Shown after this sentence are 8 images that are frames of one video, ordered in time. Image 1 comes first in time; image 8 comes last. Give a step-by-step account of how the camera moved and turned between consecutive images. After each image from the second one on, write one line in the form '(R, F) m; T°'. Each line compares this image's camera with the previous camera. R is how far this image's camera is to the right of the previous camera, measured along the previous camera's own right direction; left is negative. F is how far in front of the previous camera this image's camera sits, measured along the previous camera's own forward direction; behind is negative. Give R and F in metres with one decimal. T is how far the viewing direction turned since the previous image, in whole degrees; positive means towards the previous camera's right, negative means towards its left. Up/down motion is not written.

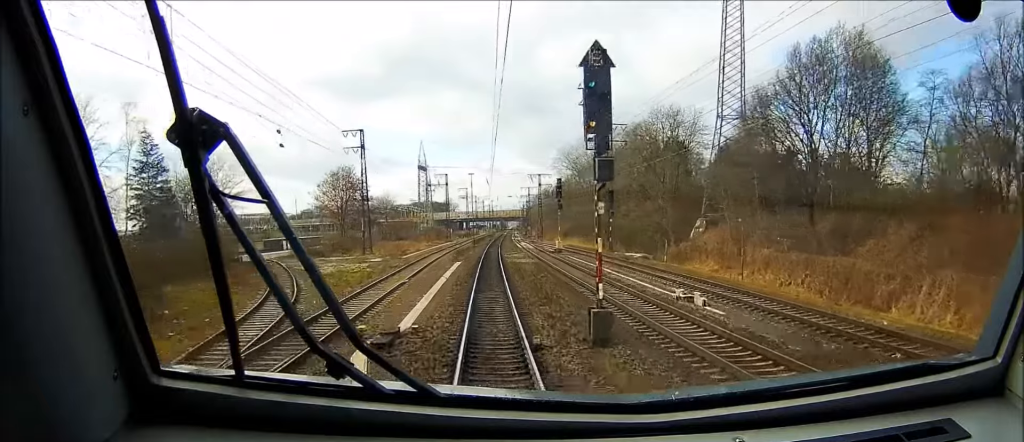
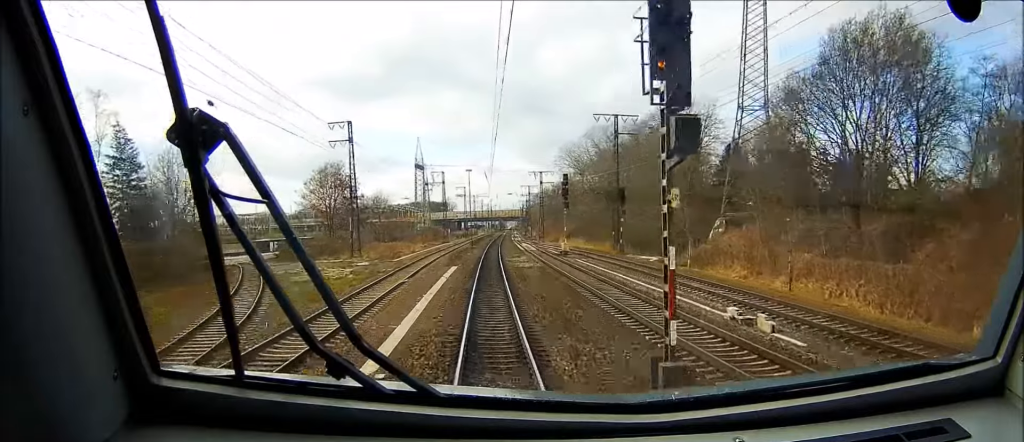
(+0.1, +5.7) m; -1°
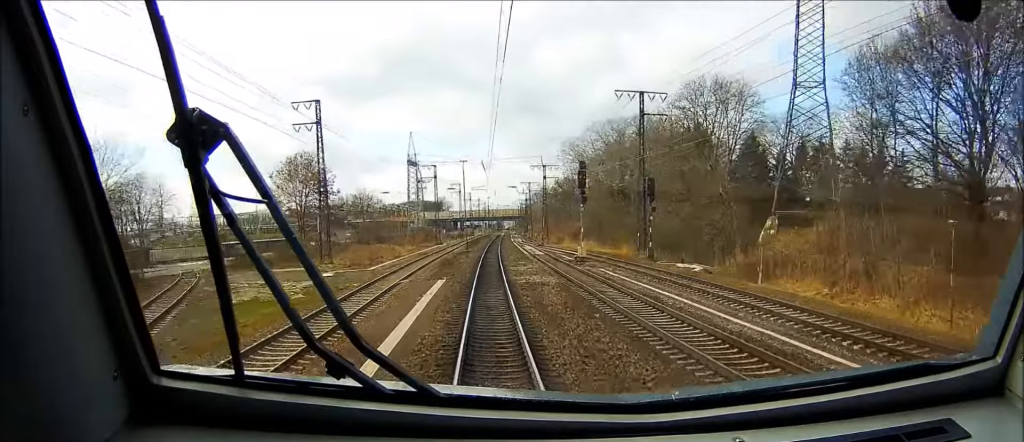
(-0.3, +12.6) m; 0°
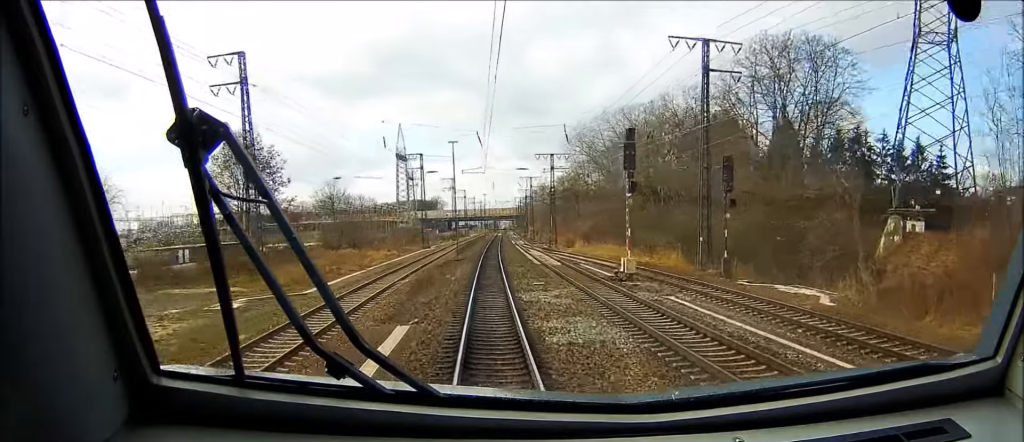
(+0.5, +16.1) m; +3°
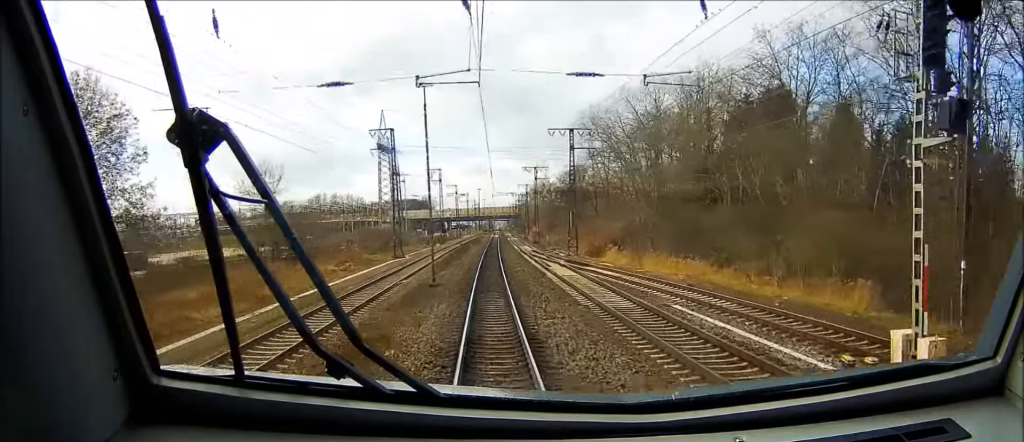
(+0.3, +23.3) m; +1°
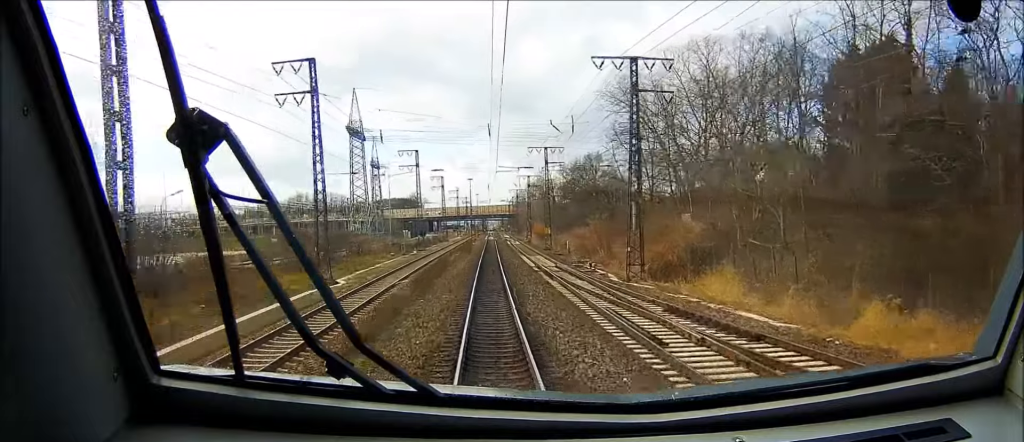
(+0.1, +29.5) m; +1°
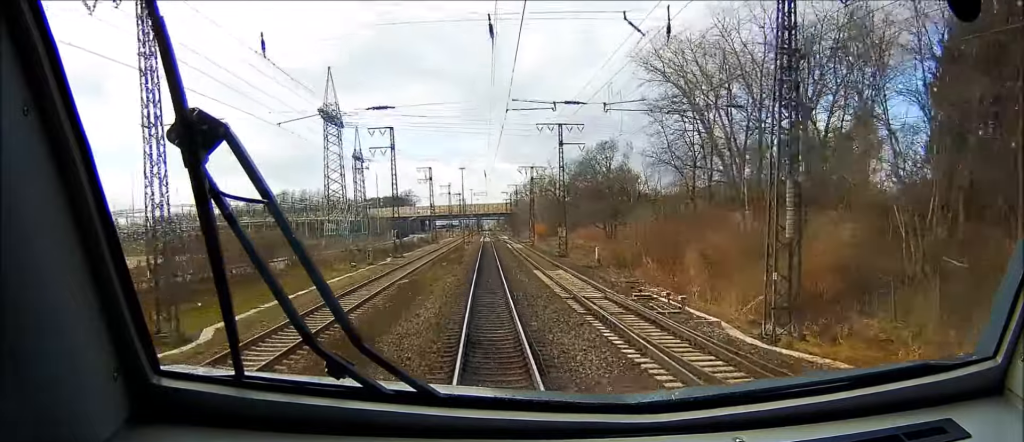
(-0.1, +20.0) m; -1°
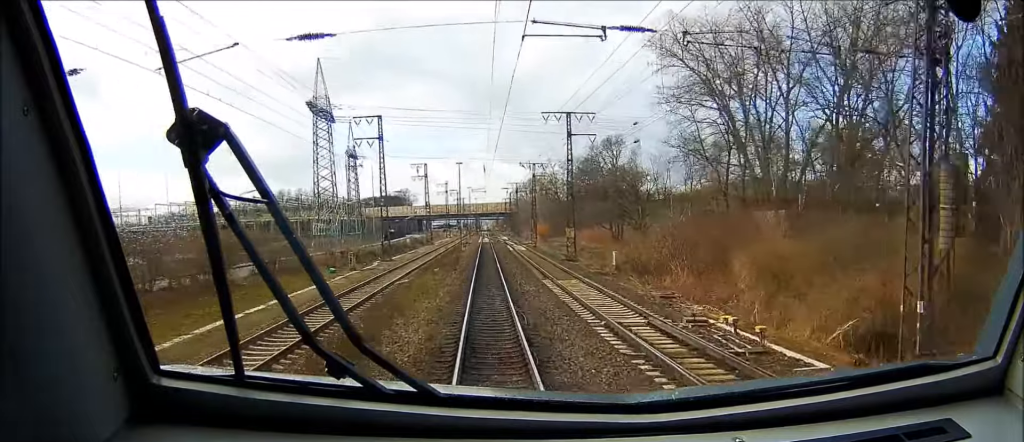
(0.0, +7.6) m; 0°
